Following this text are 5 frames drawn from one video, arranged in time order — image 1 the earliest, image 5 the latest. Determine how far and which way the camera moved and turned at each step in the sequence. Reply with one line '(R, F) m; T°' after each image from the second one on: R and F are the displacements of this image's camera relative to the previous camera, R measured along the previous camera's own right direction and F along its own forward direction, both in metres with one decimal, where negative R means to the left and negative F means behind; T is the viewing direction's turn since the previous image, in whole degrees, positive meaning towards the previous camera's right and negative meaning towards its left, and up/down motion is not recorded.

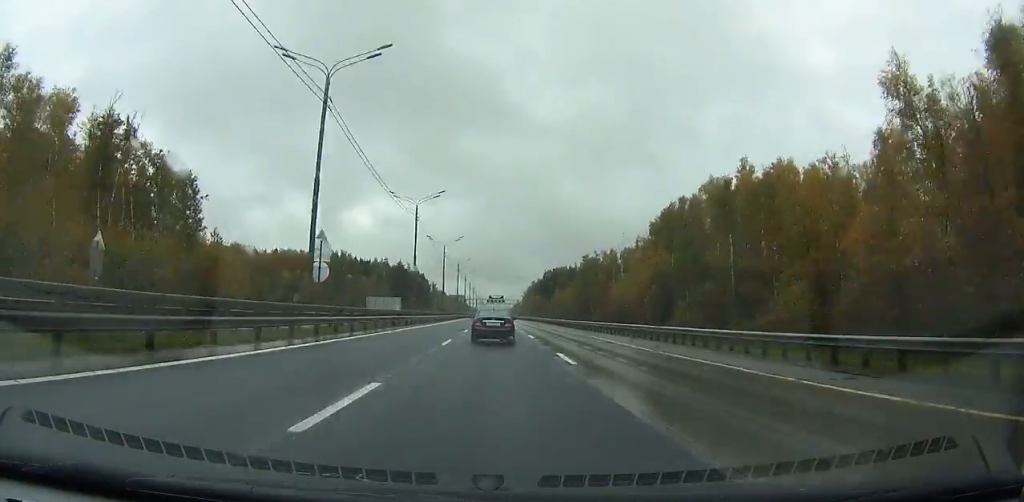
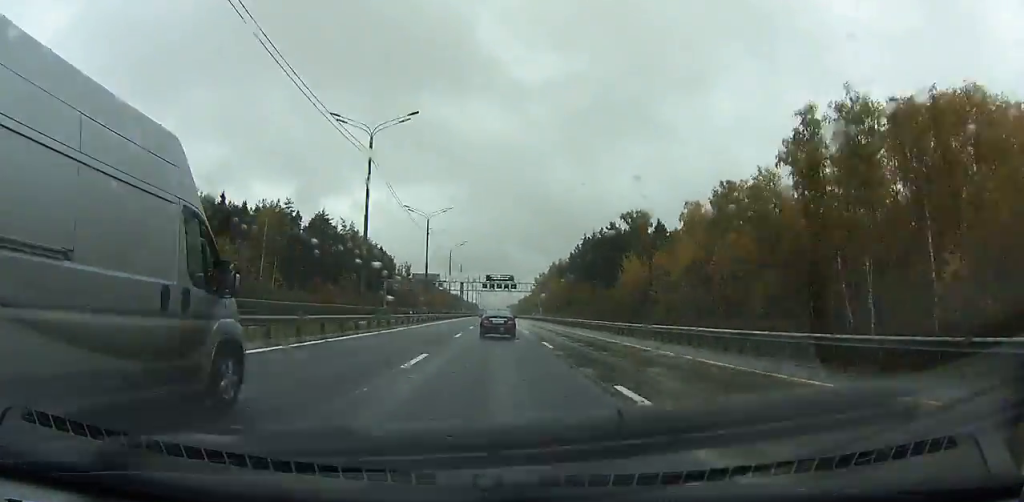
(-0.6, +136.3) m; 0°
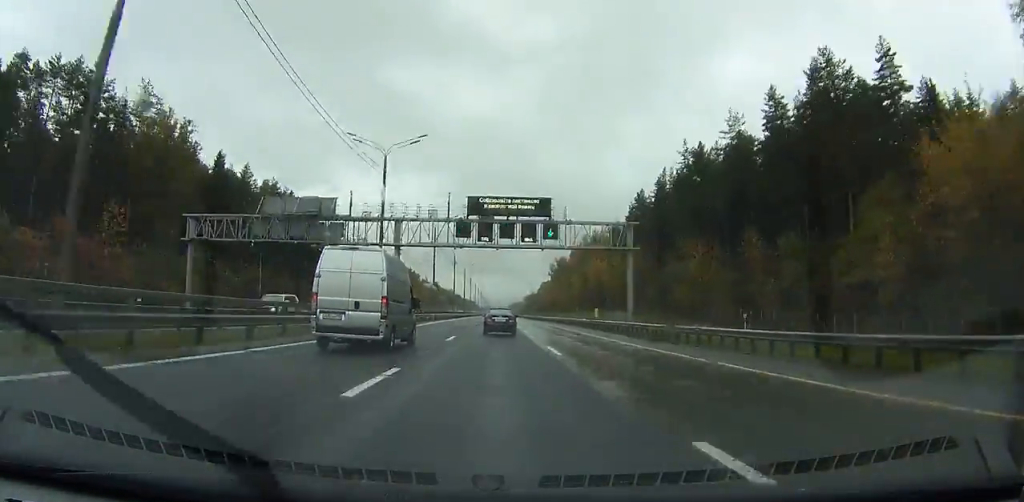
(+0.3, +101.5) m; 0°
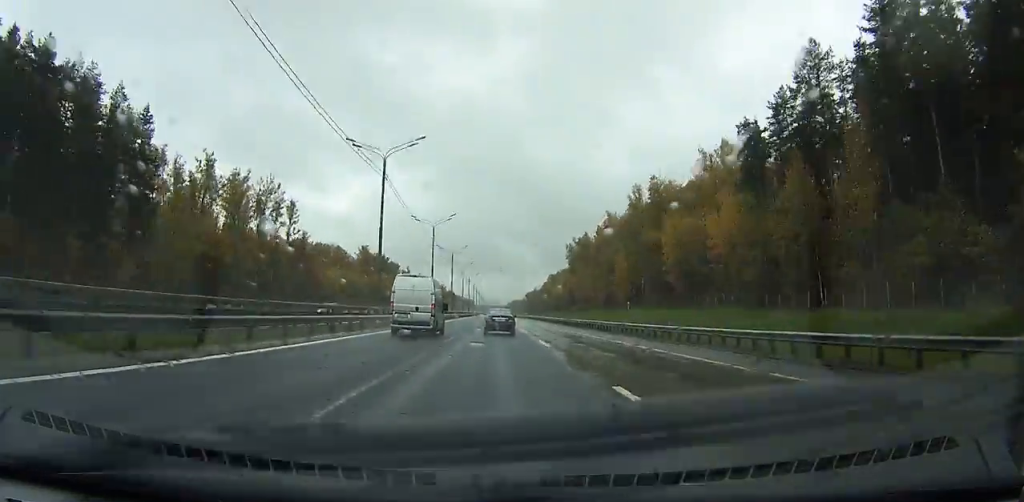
(0.0, +75.8) m; 0°
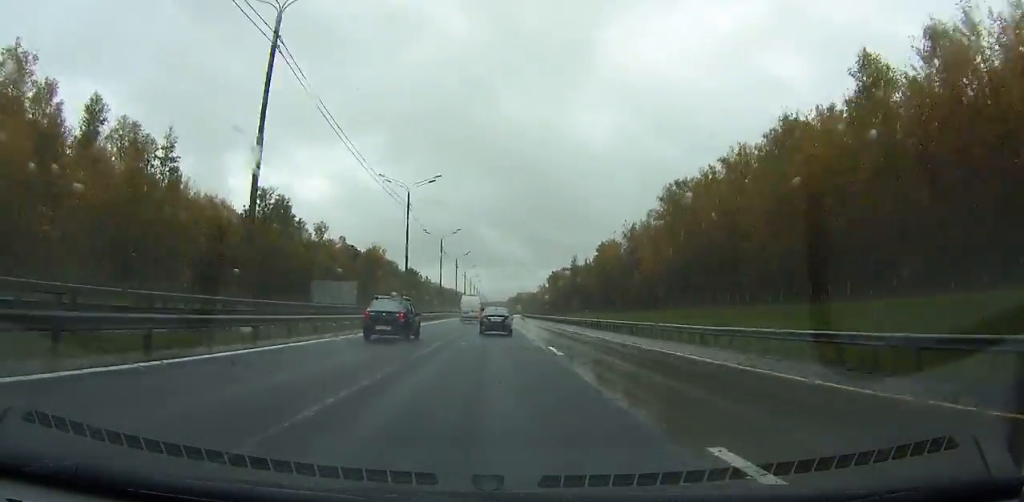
(+0.4, +243.7) m; 0°
